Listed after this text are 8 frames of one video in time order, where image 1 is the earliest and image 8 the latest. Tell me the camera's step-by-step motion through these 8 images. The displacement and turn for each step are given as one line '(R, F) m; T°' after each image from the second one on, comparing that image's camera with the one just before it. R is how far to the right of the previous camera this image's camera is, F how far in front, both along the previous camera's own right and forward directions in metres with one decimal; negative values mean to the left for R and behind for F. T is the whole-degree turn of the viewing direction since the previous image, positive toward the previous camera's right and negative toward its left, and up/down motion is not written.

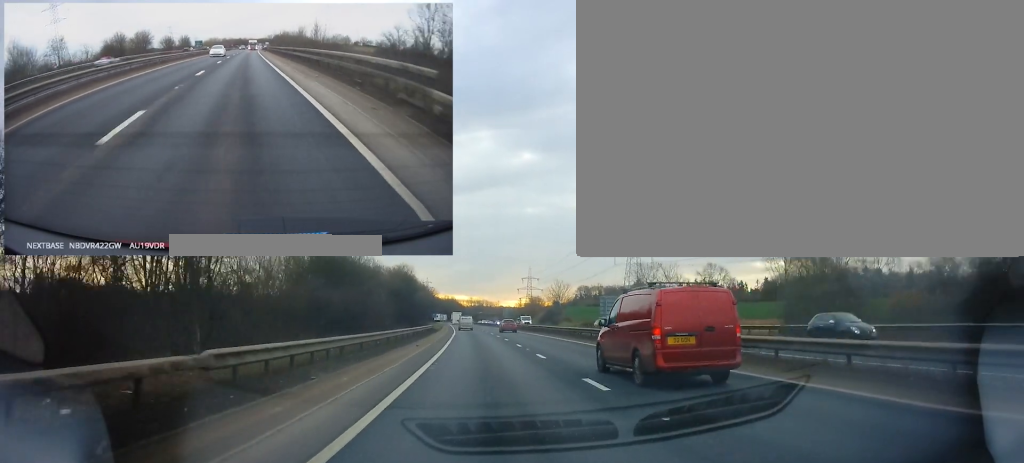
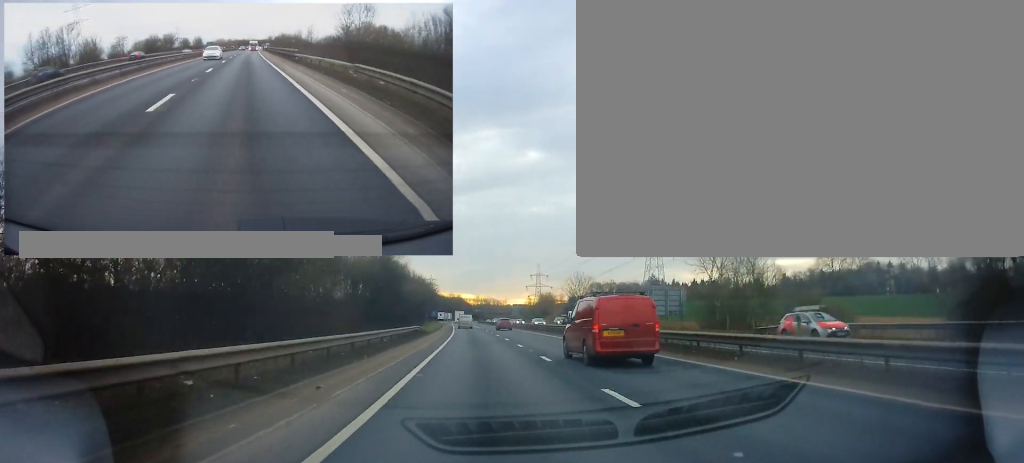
(+0.1, +20.5) m; -2°
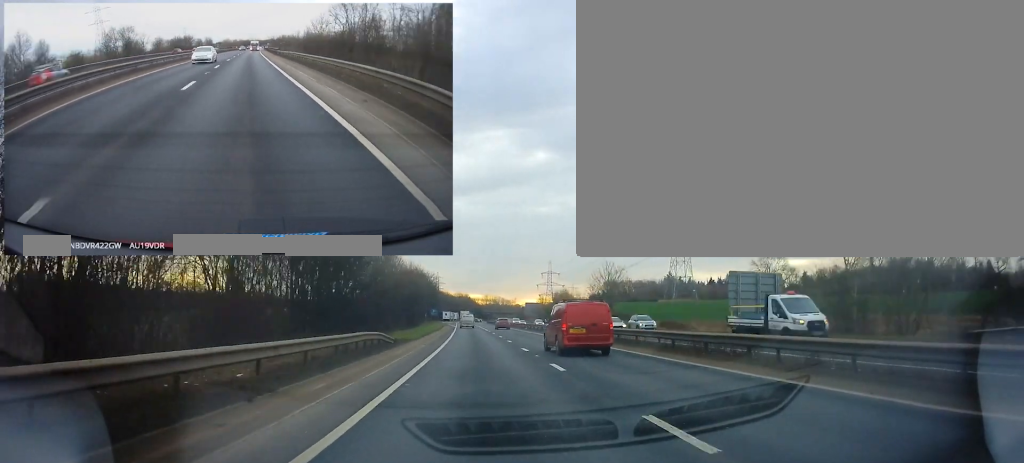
(-0.8, +21.3) m; -1°
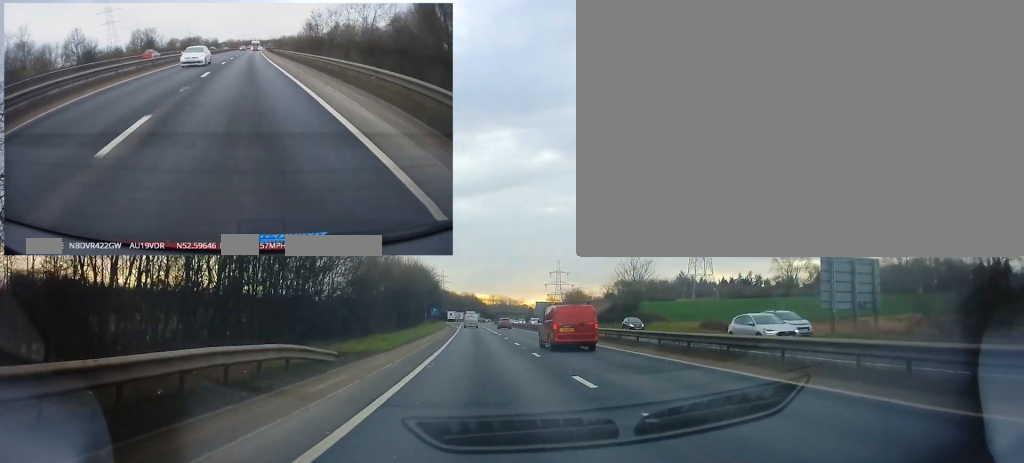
(0.0, +12.8) m; 0°
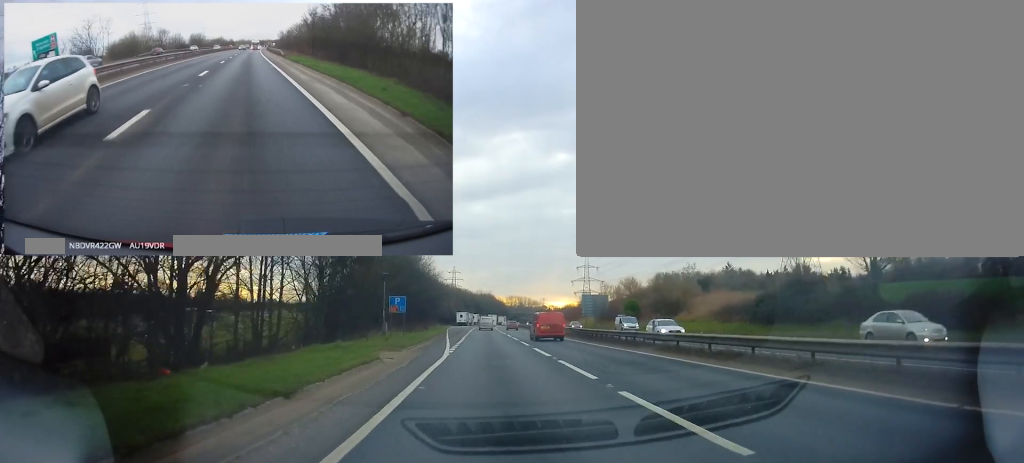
(0.0, +55.1) m; -1°
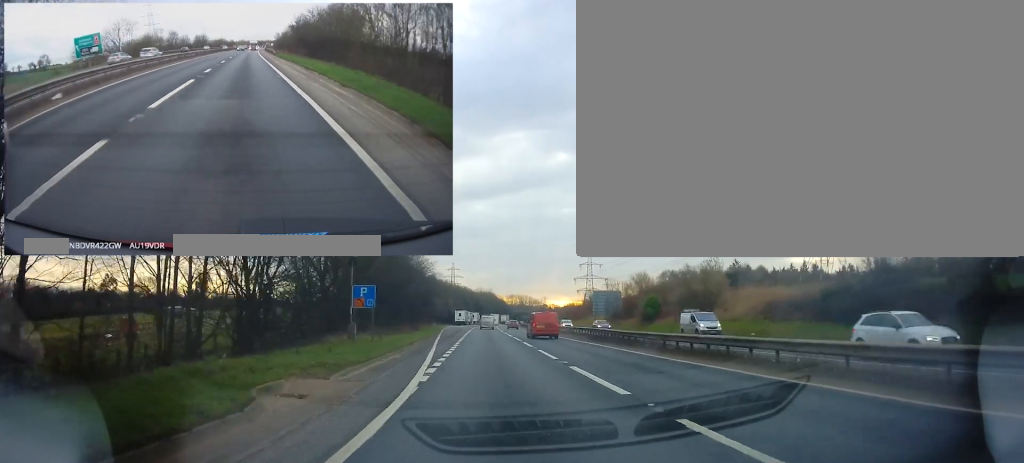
(-0.1, +10.9) m; 0°
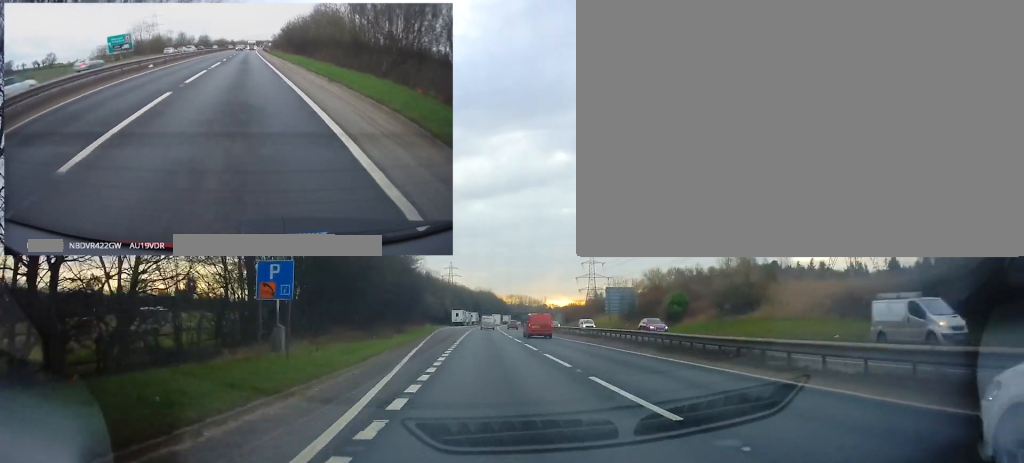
(0.0, +11.7) m; -1°
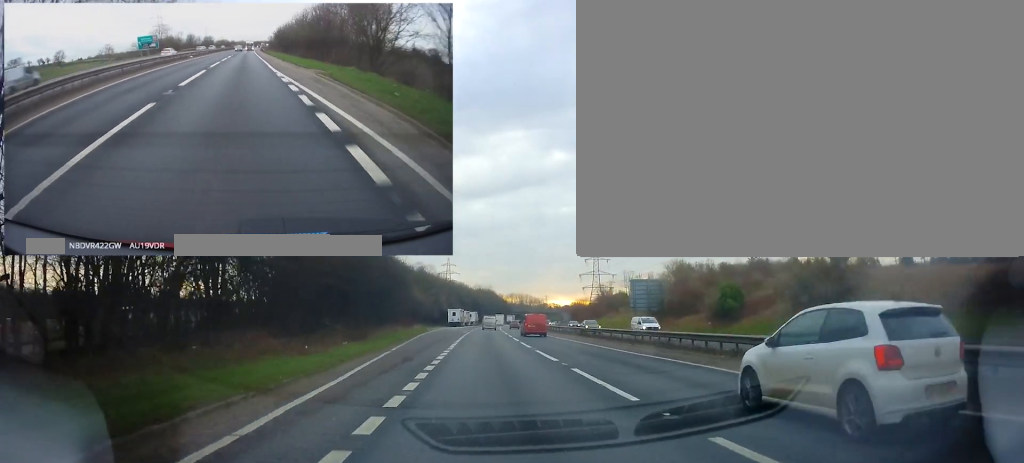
(+0.3, +15.9) m; -2°
